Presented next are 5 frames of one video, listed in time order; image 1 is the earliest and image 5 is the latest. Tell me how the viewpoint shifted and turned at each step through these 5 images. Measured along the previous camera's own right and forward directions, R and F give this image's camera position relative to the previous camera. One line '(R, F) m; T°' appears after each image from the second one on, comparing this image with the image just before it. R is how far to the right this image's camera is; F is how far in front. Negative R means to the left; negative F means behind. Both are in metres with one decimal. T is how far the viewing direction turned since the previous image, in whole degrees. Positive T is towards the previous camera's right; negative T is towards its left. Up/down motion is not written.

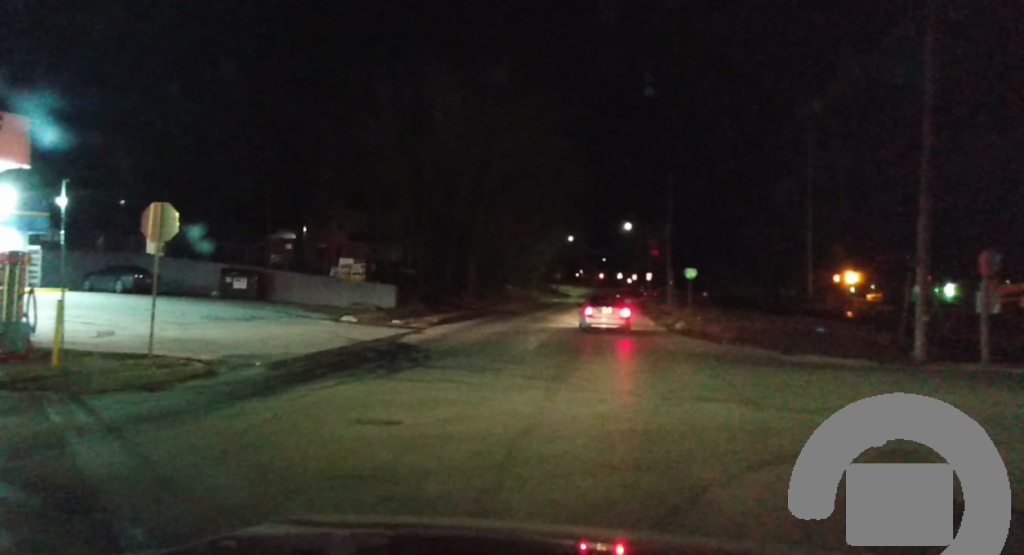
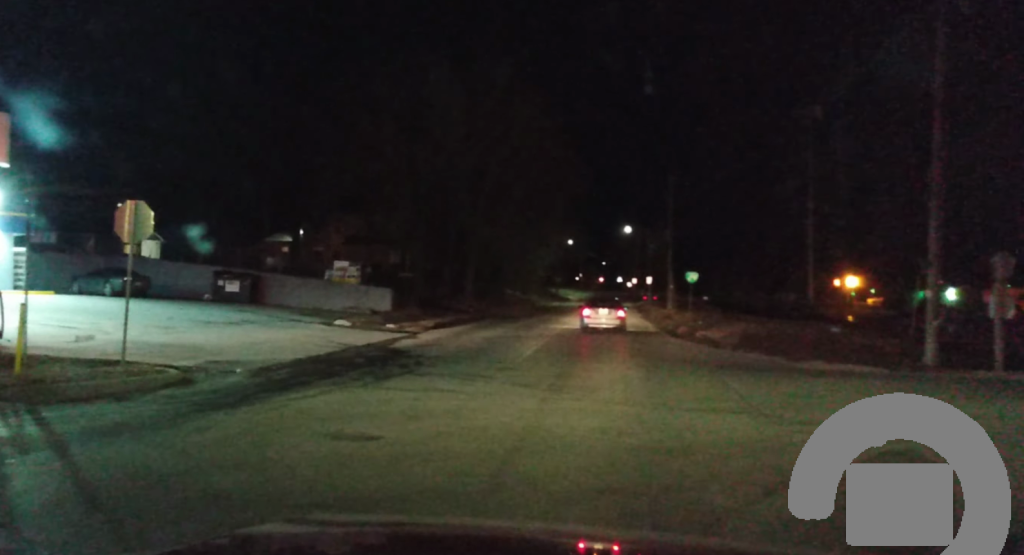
(0.0, +1.4) m; +3°
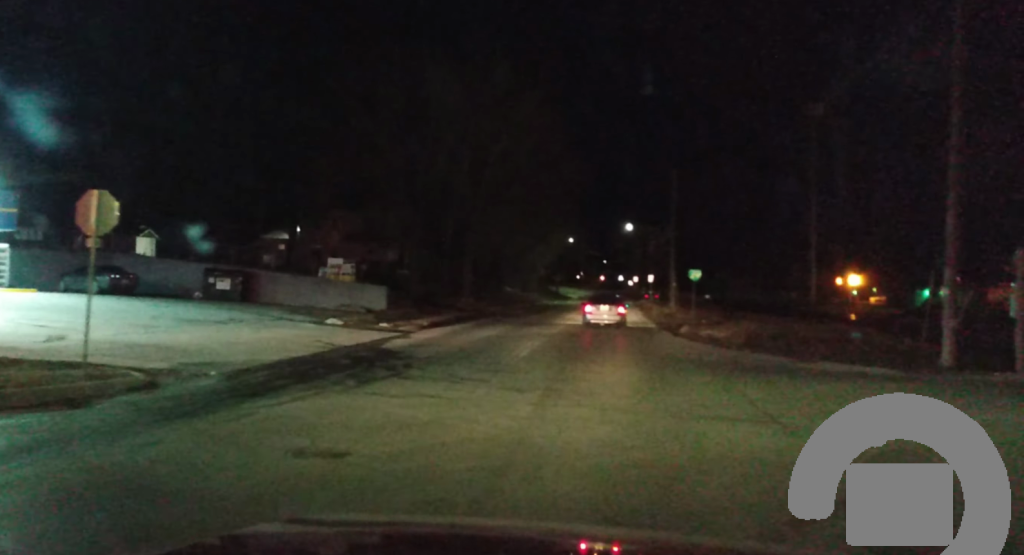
(+0.1, +1.8) m; +2°
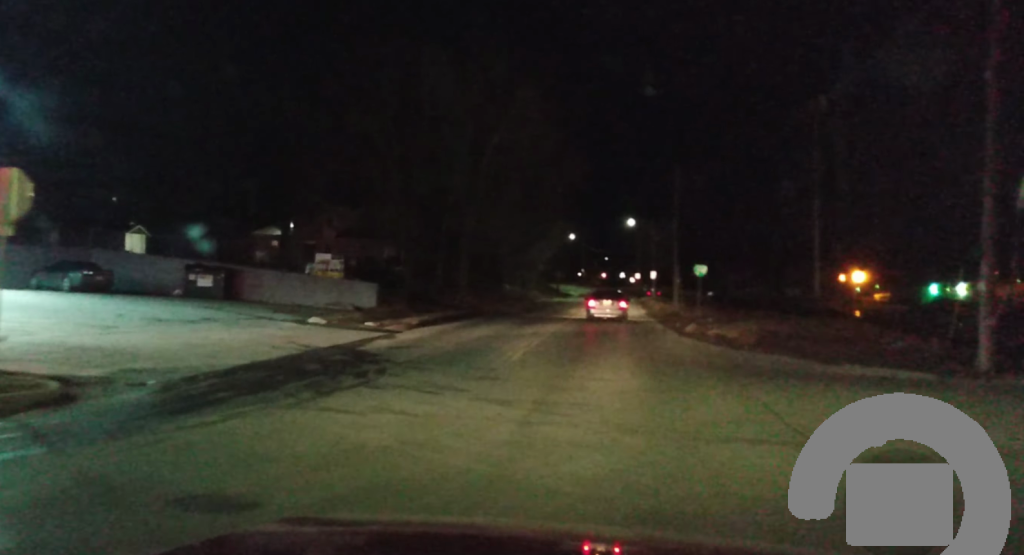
(+0.1, +2.3) m; +2°
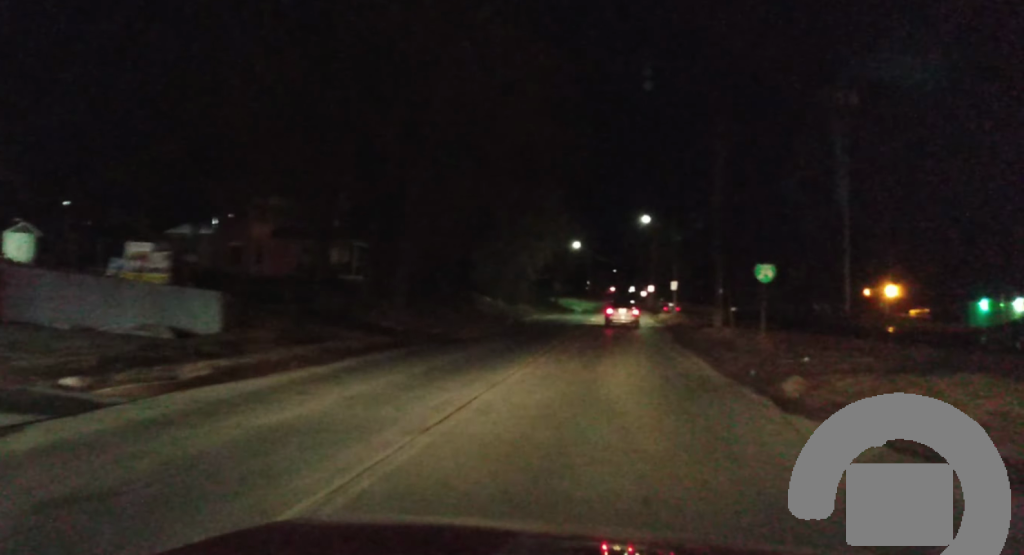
(-0.2, +18.8) m; -3°
